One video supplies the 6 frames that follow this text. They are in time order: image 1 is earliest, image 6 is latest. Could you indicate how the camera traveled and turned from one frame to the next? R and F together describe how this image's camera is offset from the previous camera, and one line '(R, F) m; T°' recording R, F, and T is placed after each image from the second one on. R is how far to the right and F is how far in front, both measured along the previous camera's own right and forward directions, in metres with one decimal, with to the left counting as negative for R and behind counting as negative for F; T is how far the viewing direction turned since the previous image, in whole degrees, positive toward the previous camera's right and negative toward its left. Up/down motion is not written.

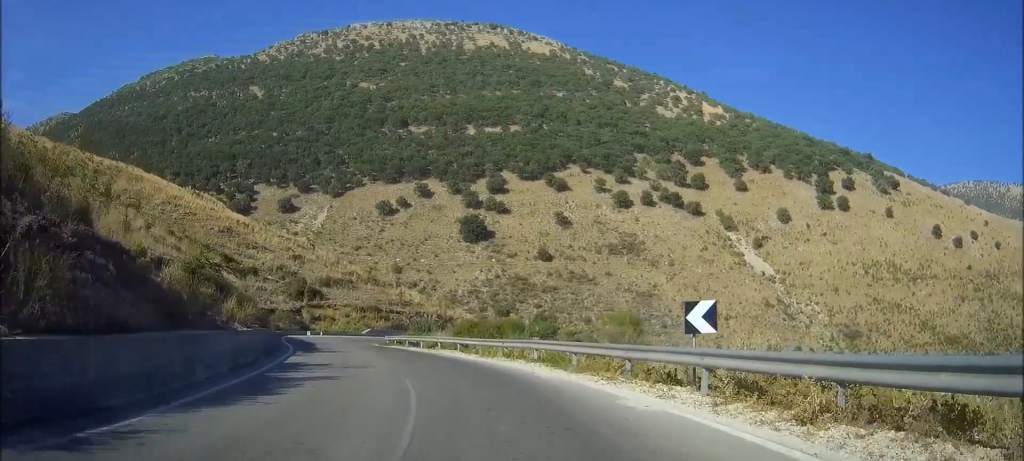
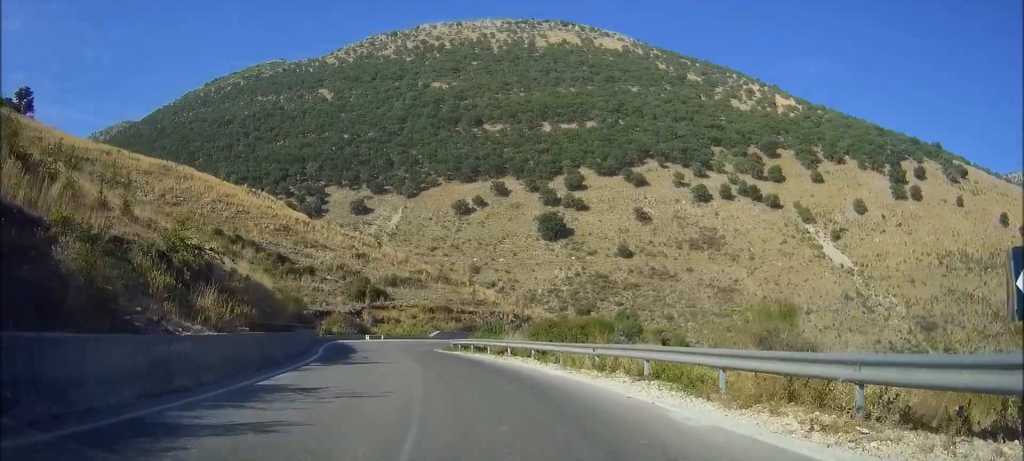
(0.0, +7.7) m; 0°
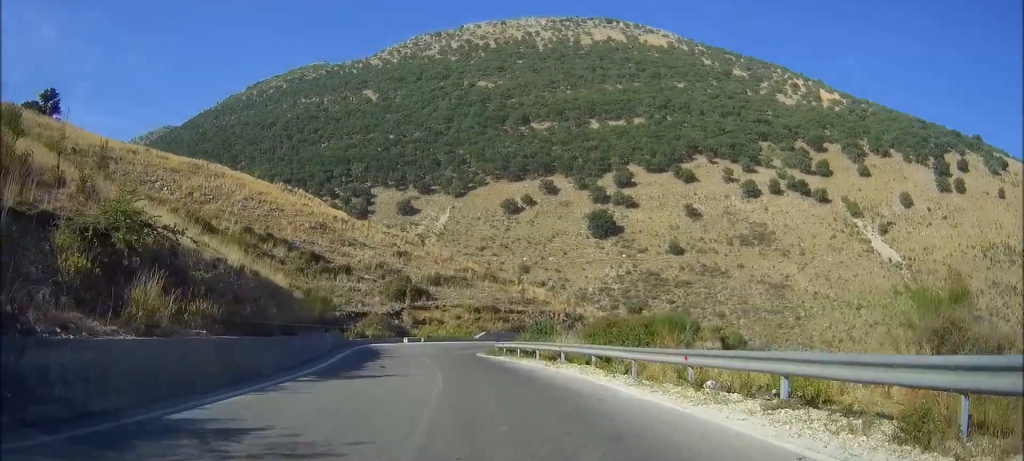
(0.0, +5.5) m; 0°
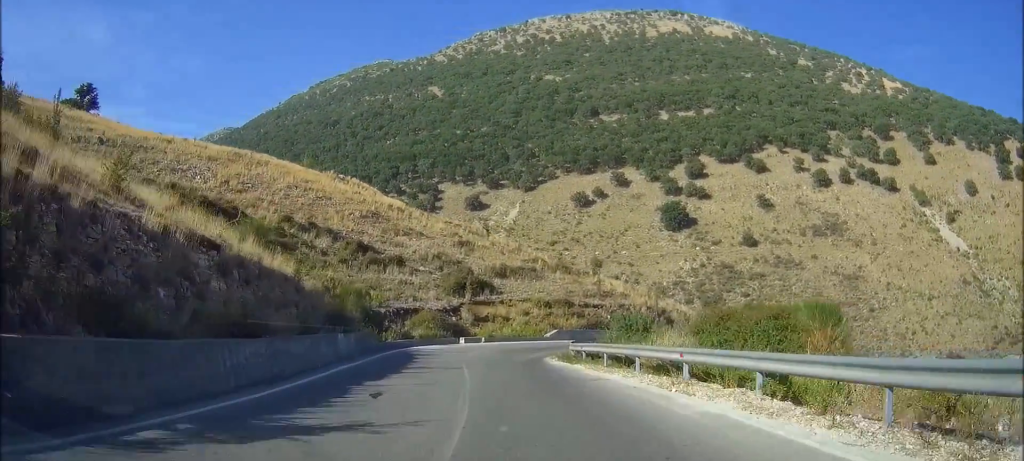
(0.0, +9.6) m; +1°
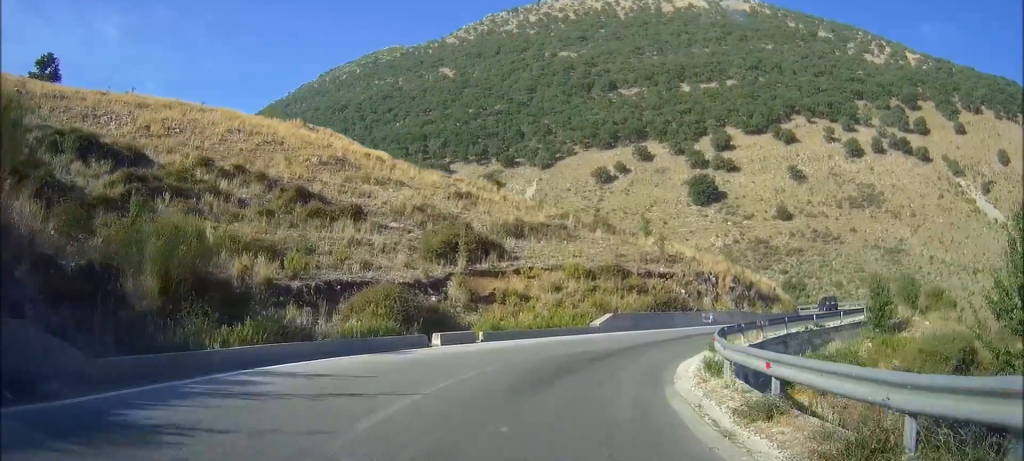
(+0.9, +25.1) m; +4°
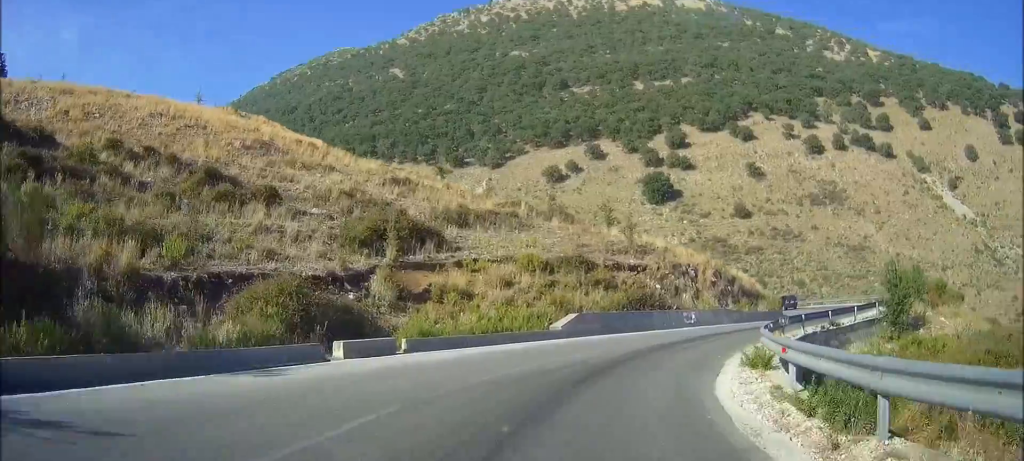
(0.0, +7.4) m; 0°
